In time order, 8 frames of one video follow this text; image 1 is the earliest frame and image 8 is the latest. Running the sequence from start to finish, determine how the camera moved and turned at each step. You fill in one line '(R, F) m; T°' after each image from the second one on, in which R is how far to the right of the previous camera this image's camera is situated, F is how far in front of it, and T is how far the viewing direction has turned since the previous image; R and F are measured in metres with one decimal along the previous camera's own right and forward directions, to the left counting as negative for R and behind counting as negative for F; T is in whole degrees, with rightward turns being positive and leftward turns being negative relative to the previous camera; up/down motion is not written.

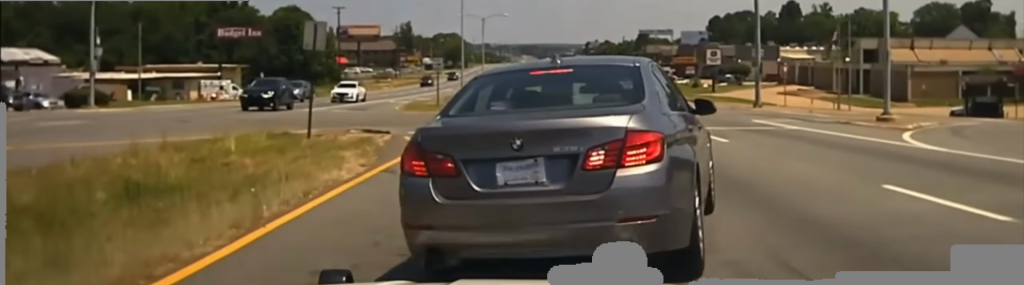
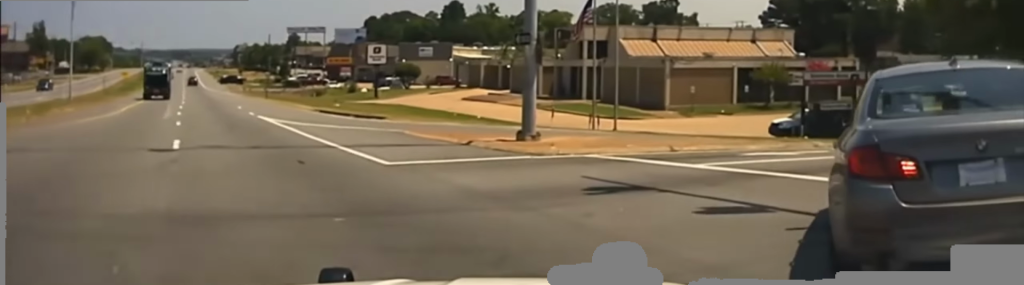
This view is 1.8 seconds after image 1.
(+1.8, +29.2) m; +26°
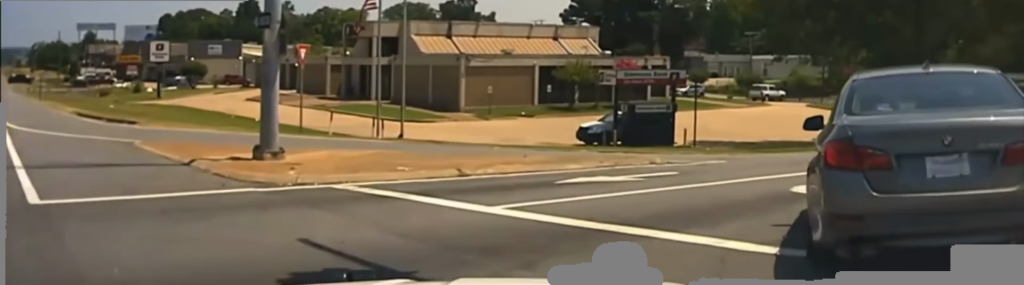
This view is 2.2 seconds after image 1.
(+2.3, +5.5) m; +18°
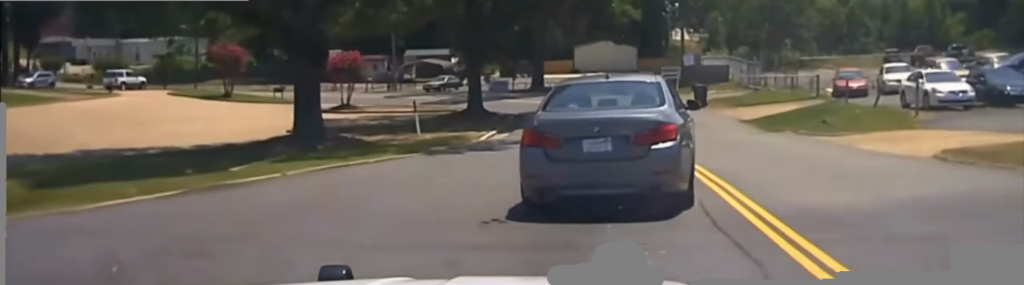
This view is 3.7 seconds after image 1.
(+7.0, +15.3) m; +35°
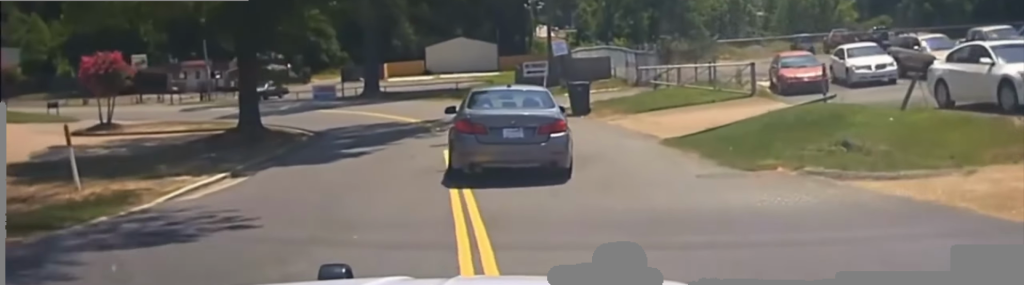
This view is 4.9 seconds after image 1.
(+0.3, +13.3) m; +1°
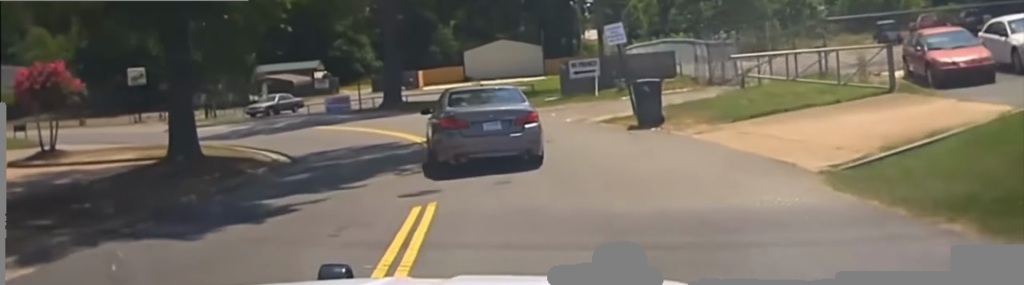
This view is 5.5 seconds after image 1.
(+0.1, +7.2) m; -3°
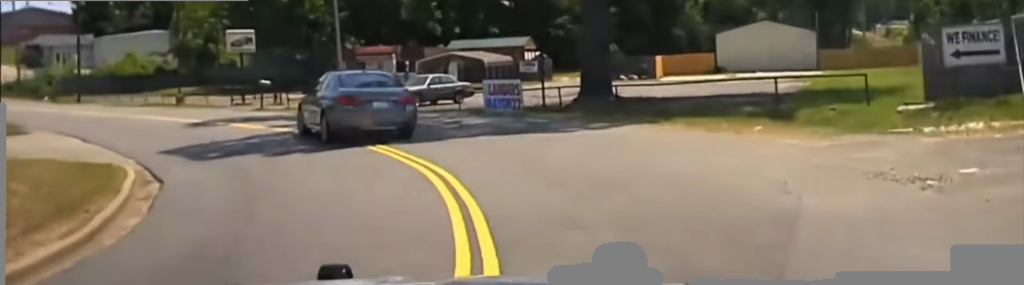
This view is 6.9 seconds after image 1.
(-1.5, +16.9) m; -11°
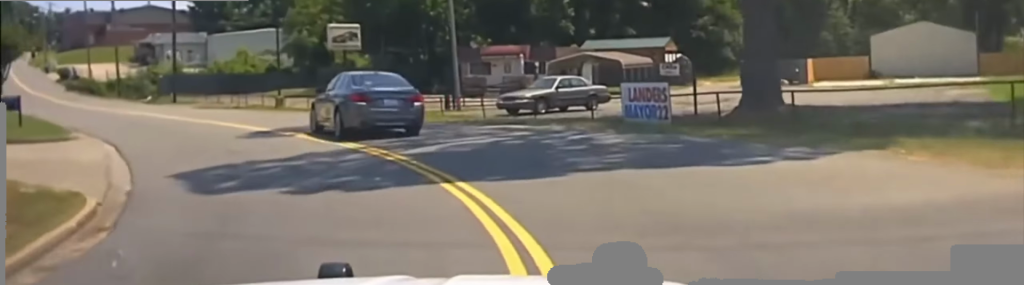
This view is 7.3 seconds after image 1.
(0.0, +5.6) m; -5°
